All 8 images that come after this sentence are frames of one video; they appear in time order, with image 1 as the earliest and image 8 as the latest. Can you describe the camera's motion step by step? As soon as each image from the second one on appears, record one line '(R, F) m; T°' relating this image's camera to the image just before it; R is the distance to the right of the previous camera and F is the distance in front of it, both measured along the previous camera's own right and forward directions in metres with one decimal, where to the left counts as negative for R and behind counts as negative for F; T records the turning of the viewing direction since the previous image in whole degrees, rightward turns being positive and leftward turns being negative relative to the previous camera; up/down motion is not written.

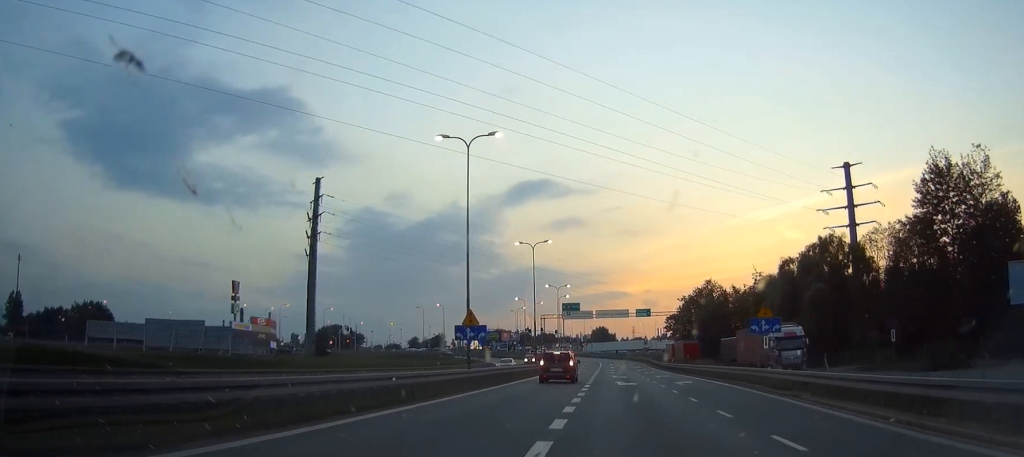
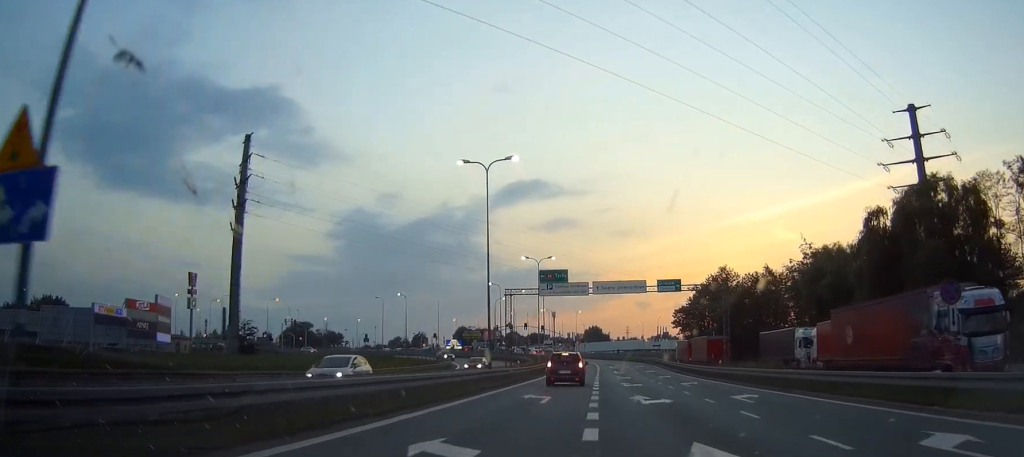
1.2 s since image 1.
(0.0, +21.1) m; 0°
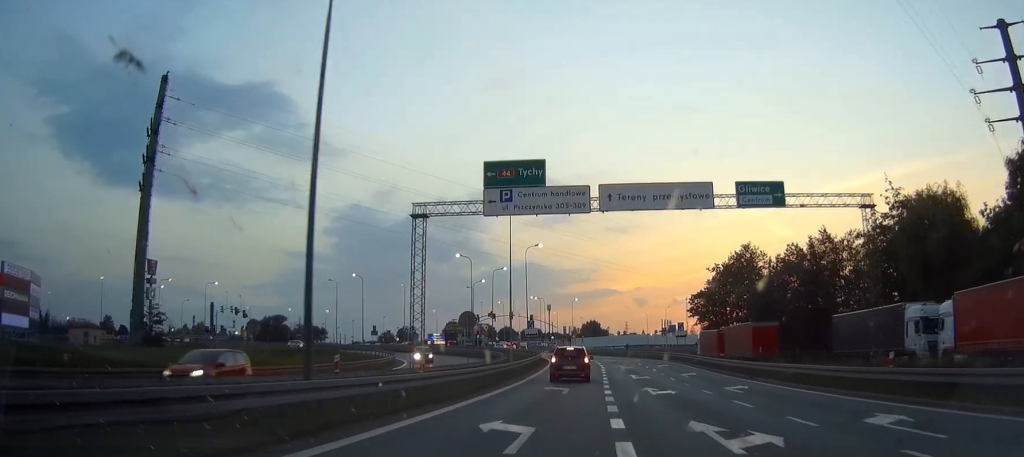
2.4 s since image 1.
(0.0, +19.4) m; 0°
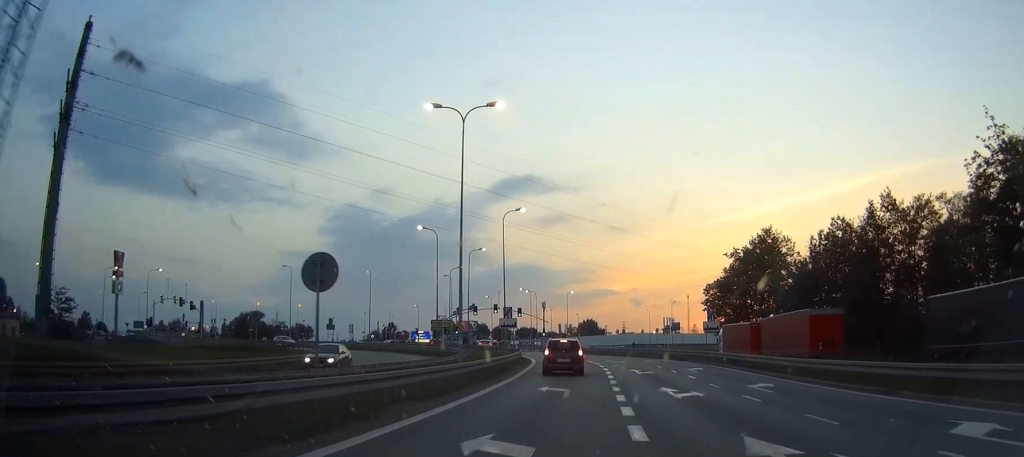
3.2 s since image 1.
(0.0, +14.3) m; 0°
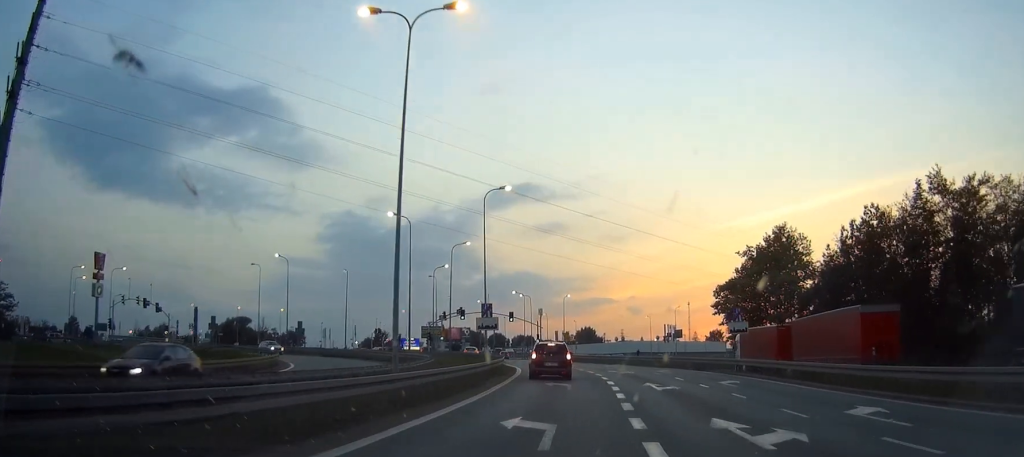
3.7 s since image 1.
(0.0, +8.0) m; 0°
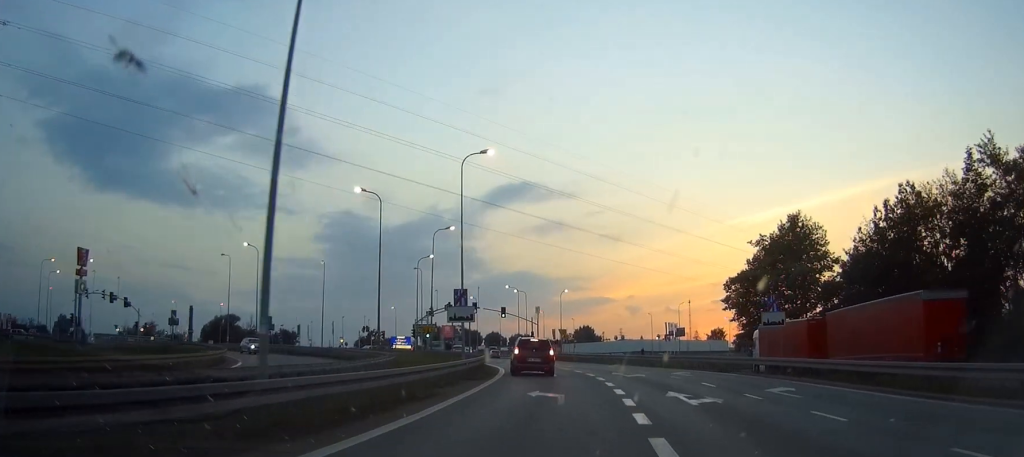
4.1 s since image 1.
(0.0, +6.9) m; 0°
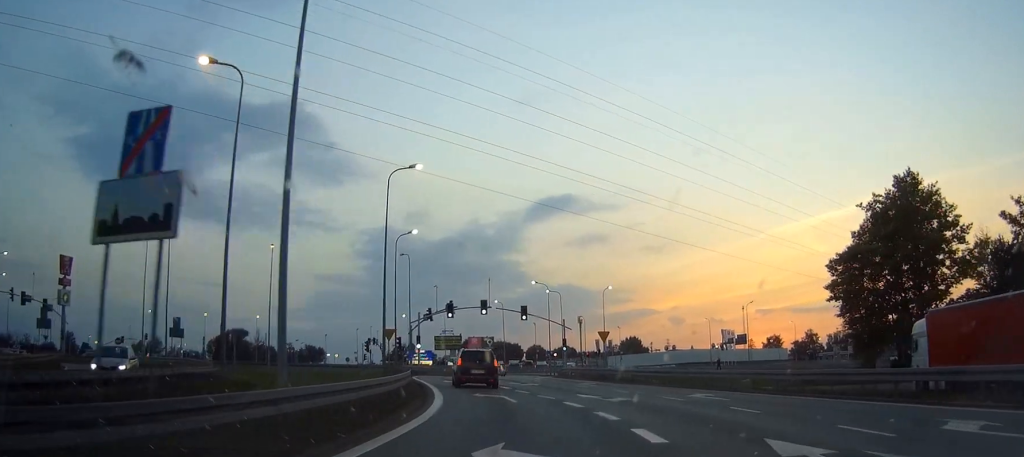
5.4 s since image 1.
(0.0, +23.5) m; 0°
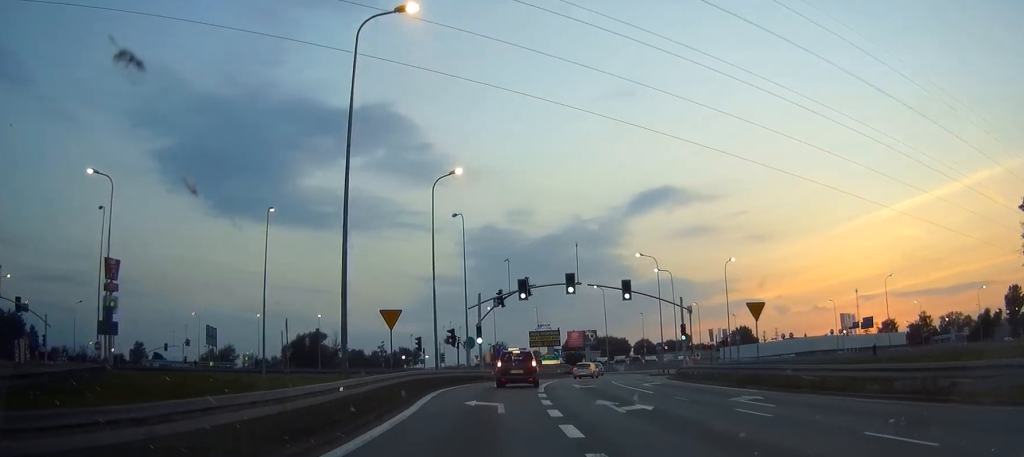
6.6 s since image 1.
(0.0, +20.0) m; 0°
